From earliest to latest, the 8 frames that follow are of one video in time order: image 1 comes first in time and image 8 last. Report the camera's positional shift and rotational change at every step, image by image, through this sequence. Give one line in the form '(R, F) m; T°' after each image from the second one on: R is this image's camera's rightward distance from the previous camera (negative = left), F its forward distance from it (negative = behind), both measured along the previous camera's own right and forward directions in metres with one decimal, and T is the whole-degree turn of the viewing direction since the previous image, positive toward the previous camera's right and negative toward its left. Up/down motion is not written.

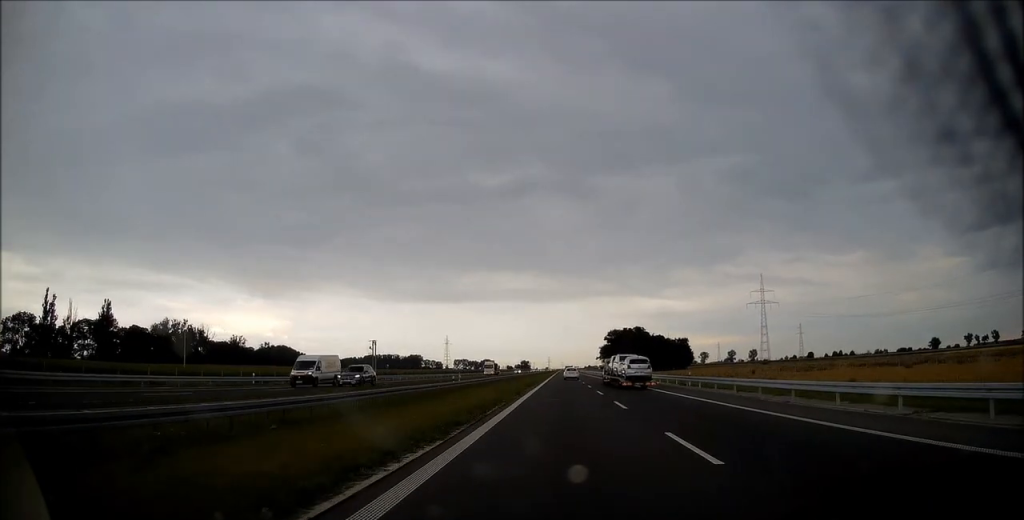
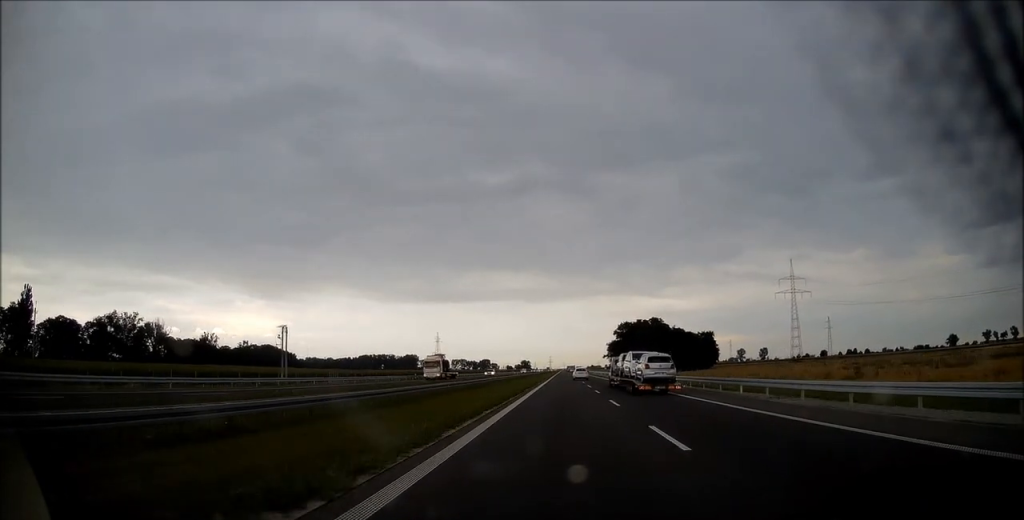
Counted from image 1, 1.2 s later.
(+0.2, +43.8) m; 0°
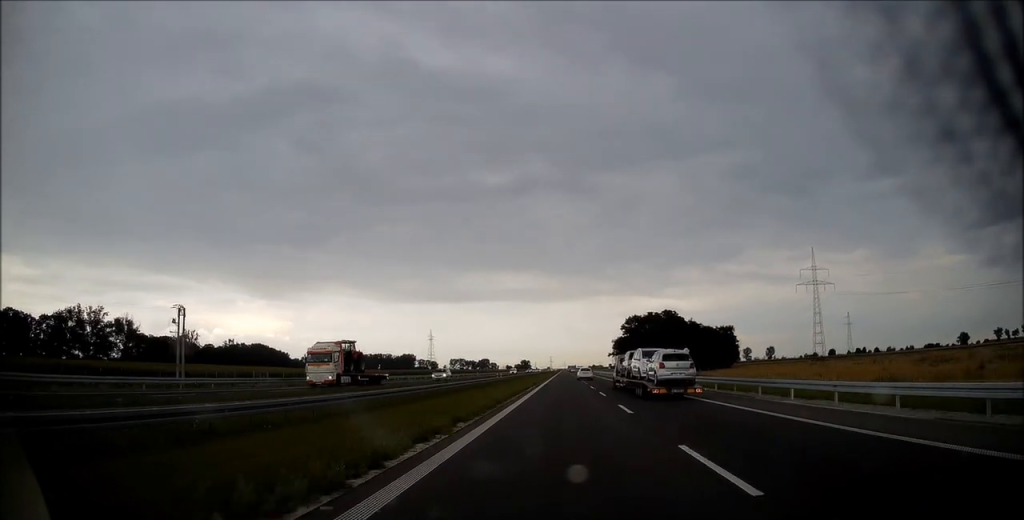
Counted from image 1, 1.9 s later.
(0.0, +26.9) m; 0°
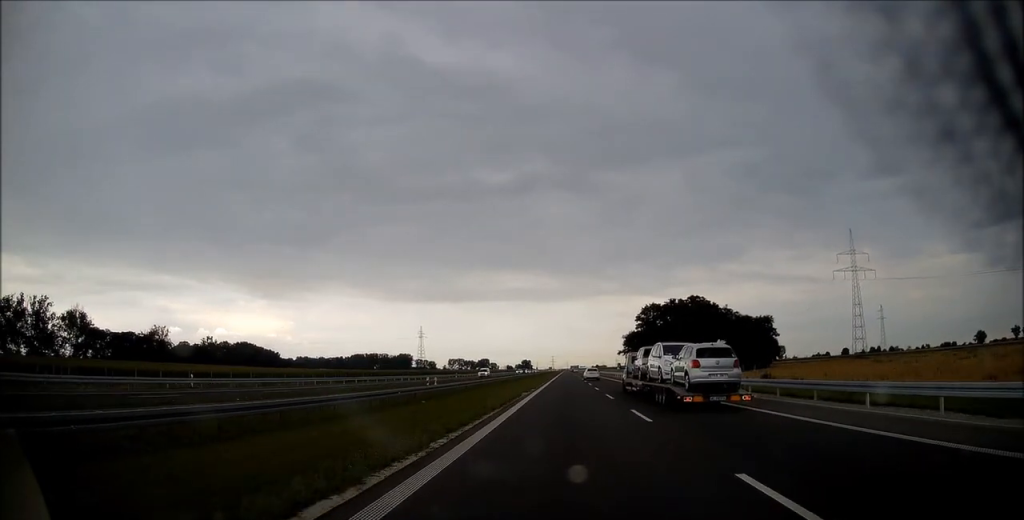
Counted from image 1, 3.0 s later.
(-0.2, +37.8) m; 0°
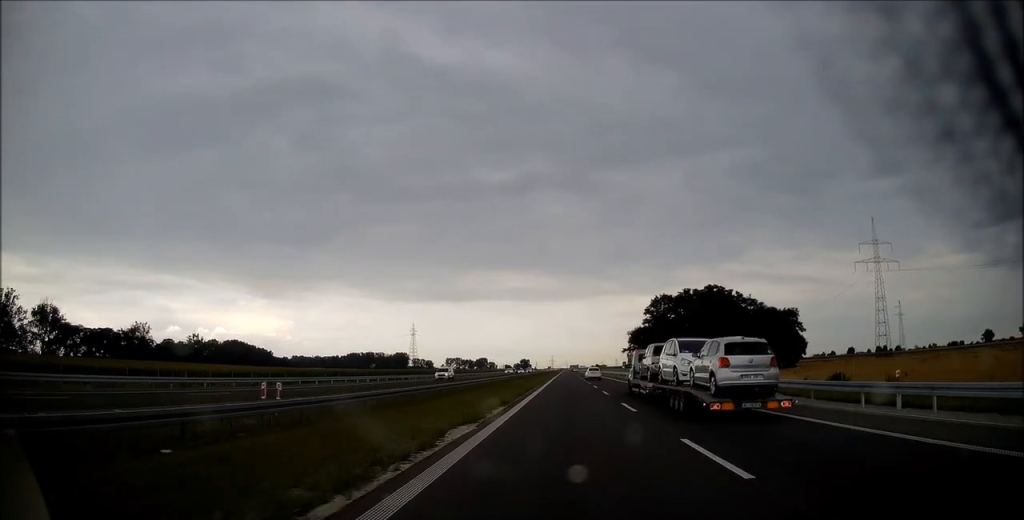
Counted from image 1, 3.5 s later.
(0.0, +19.6) m; 0°
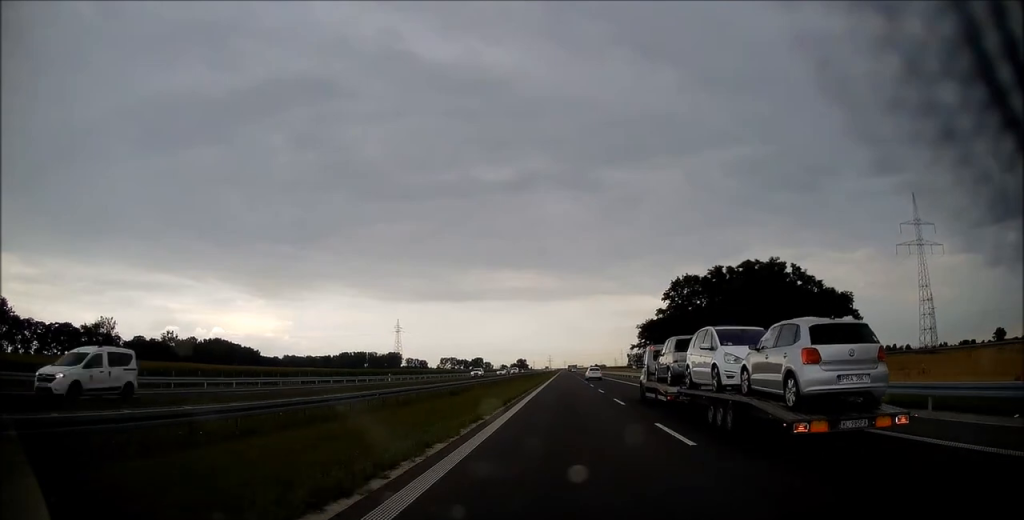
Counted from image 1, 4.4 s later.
(0.0, +31.8) m; 0°
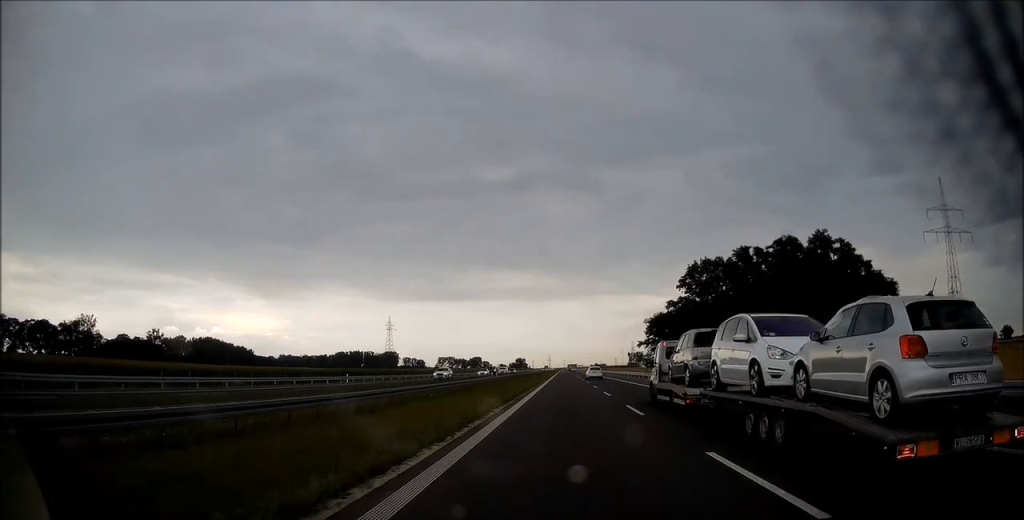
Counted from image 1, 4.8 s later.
(0.0, +17.1) m; 0°
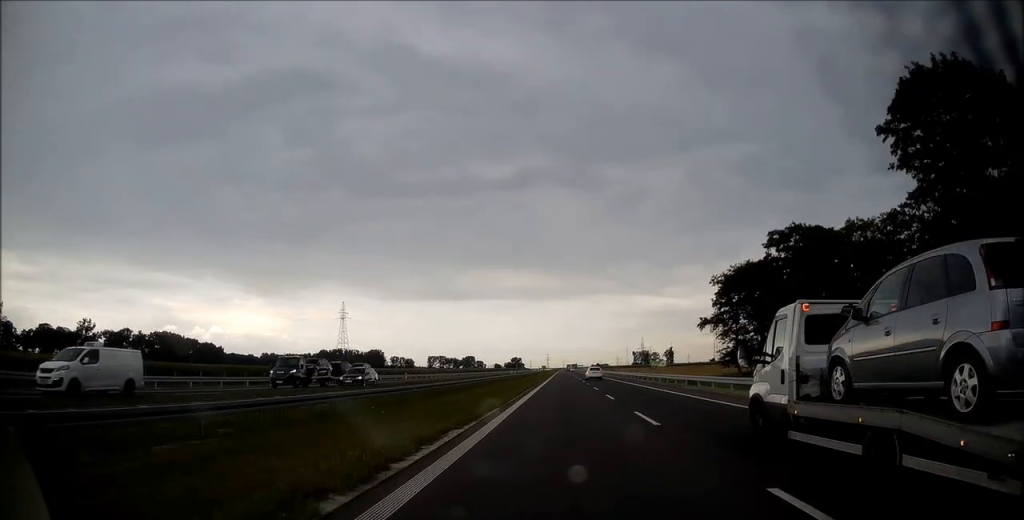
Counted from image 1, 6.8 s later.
(+0.2, +72.9) m; 0°
